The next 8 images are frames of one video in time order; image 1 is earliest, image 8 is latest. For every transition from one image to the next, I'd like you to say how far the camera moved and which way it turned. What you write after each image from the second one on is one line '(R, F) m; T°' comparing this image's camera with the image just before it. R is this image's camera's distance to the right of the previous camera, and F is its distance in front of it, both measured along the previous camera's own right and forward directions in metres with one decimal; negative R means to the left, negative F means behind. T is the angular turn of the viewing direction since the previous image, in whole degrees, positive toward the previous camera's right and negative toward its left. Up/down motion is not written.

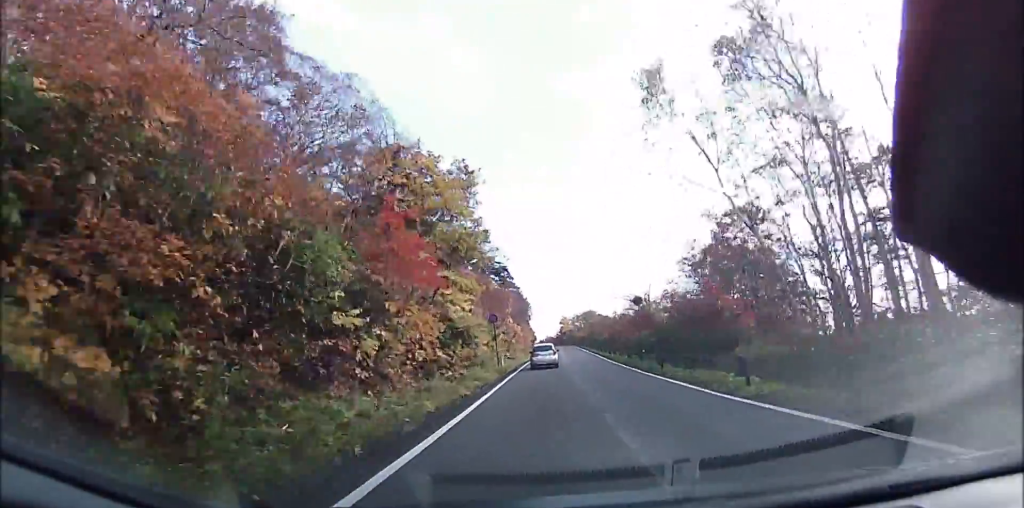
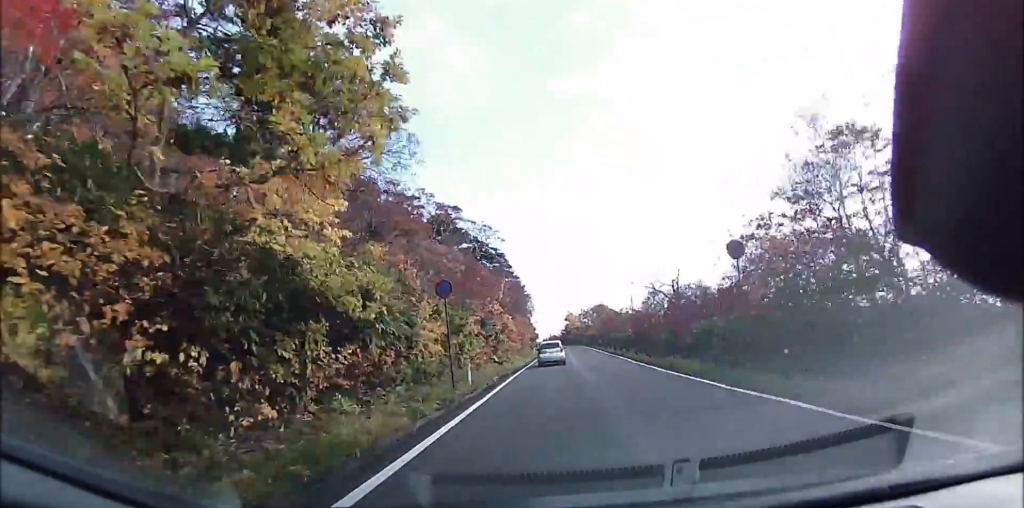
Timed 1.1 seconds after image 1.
(+0.1, +13.6) m; +1°
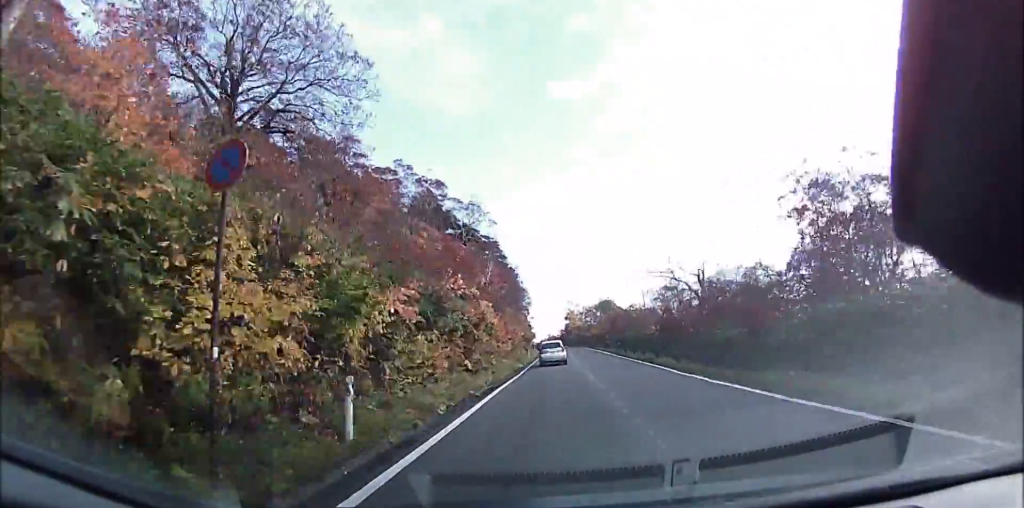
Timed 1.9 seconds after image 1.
(-0.1, +10.0) m; +1°
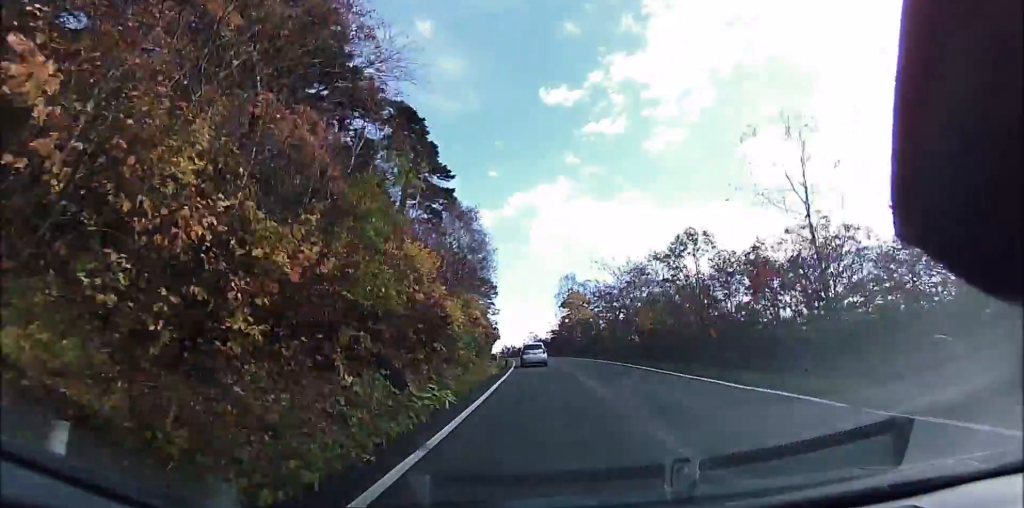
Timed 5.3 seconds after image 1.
(+1.0, +41.5) m; +1°
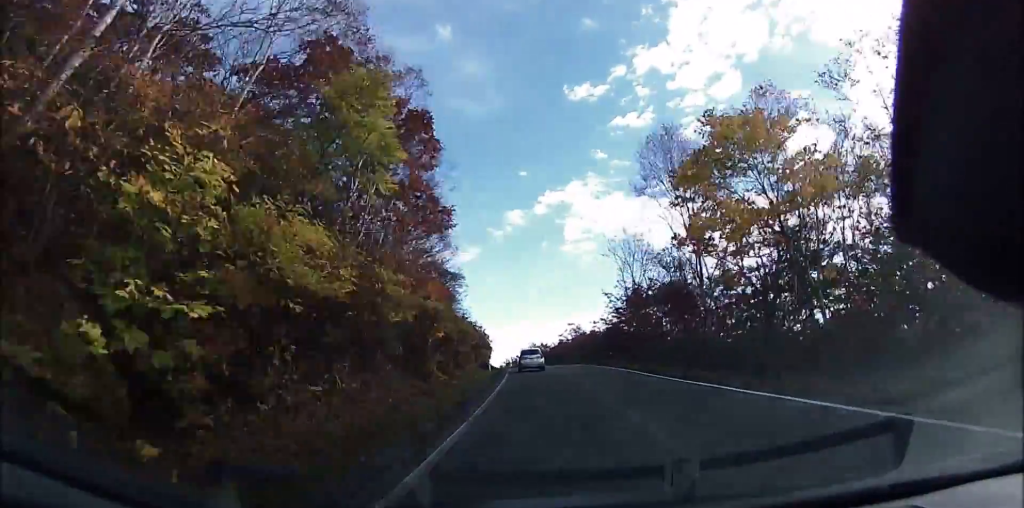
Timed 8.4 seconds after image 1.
(-1.2, +39.5) m; -3°
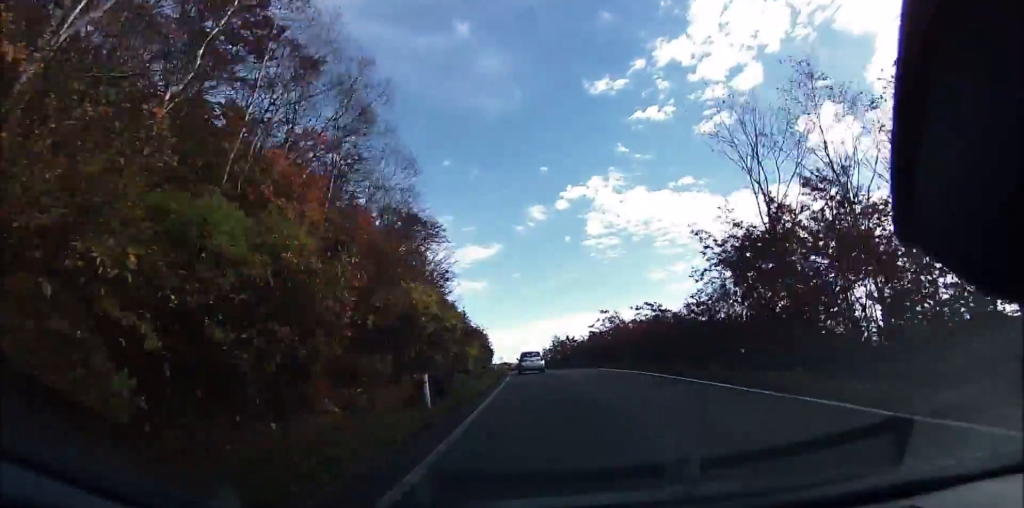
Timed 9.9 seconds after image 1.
(-0.1, +18.7) m; -1°
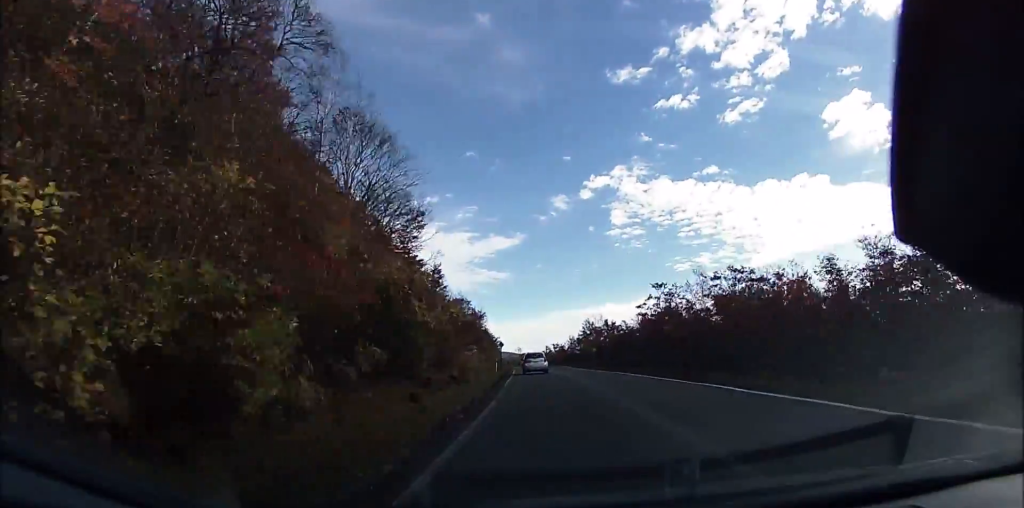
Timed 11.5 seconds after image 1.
(-0.1, +19.6) m; -3°
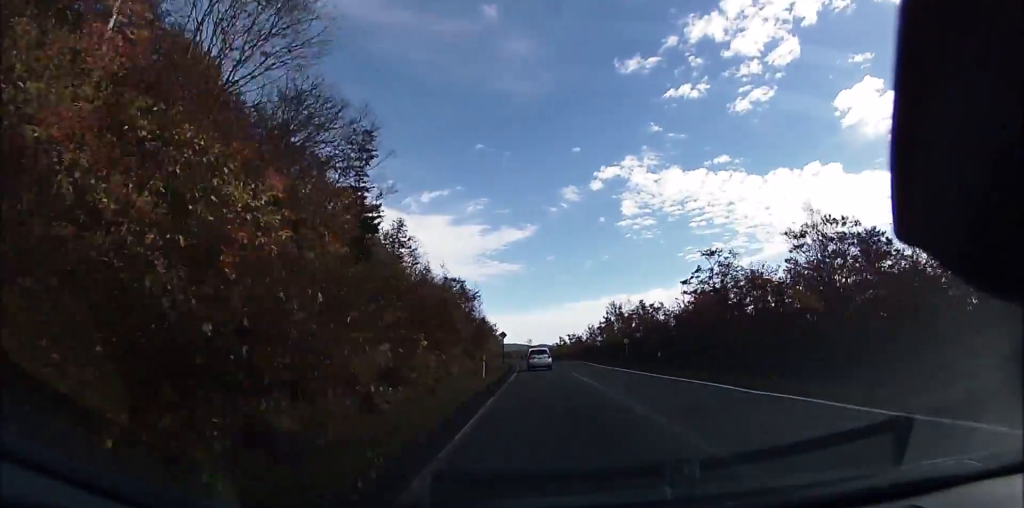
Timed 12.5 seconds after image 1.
(+0.2, +12.6) m; -3°
